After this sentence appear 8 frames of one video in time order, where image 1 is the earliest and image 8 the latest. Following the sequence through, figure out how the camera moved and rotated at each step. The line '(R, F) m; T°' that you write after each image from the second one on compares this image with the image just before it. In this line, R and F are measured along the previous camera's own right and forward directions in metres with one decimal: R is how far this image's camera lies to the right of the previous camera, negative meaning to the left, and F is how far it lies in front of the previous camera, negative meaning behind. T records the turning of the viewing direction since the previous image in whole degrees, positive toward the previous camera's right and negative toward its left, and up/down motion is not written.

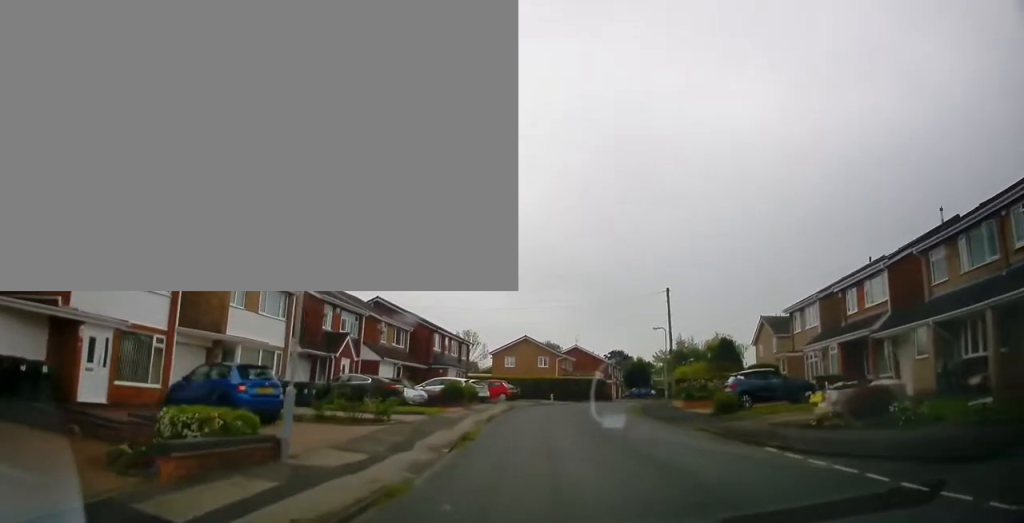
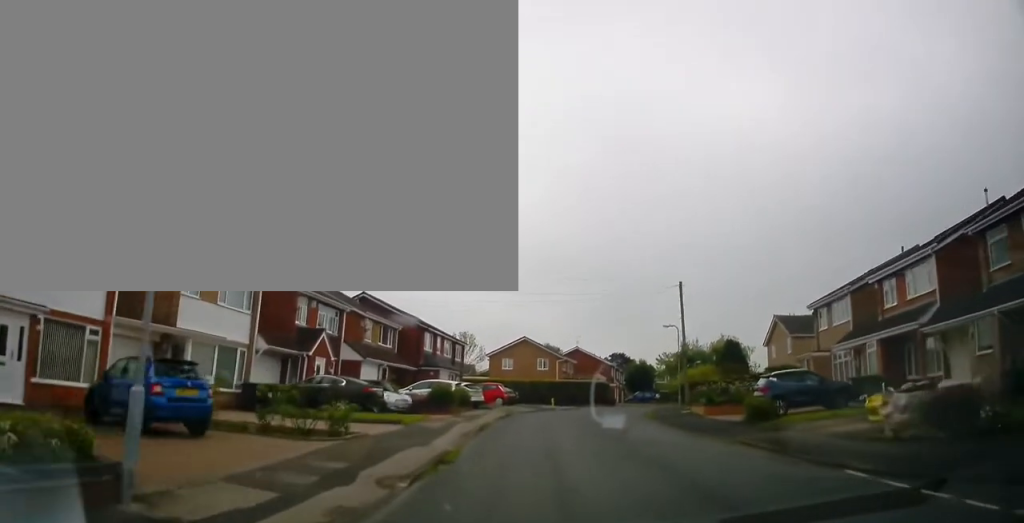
(0.0, +3.4) m; 0°
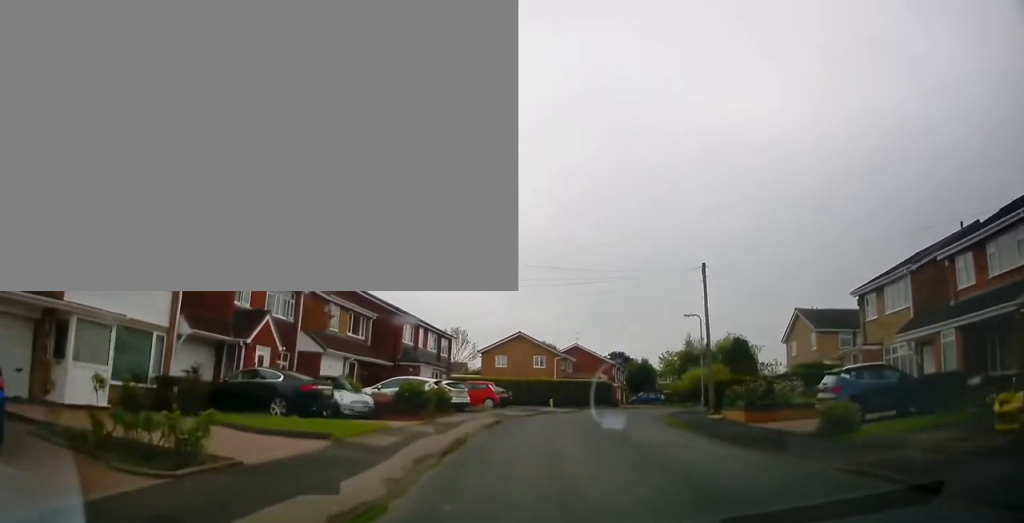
(0.0, +5.4) m; 0°
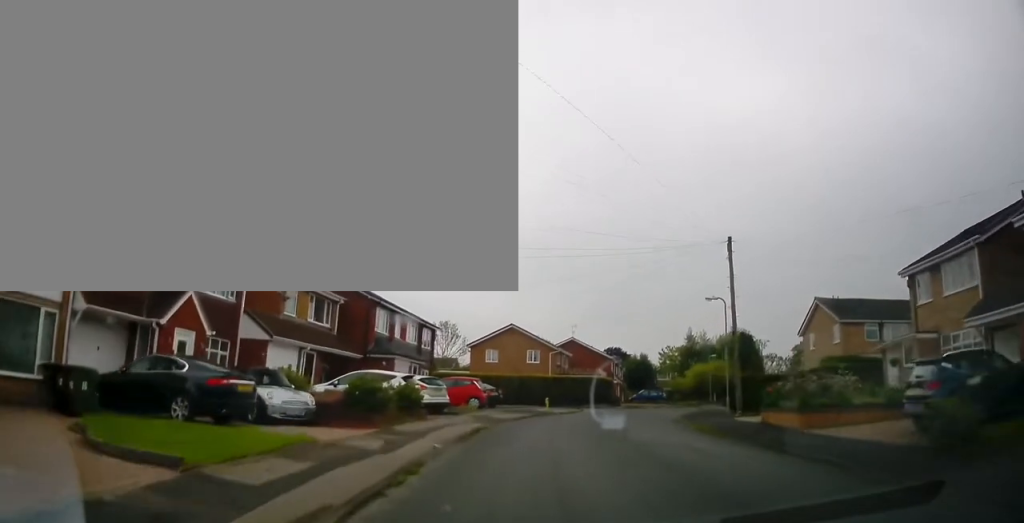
(0.0, +4.8) m; +2°
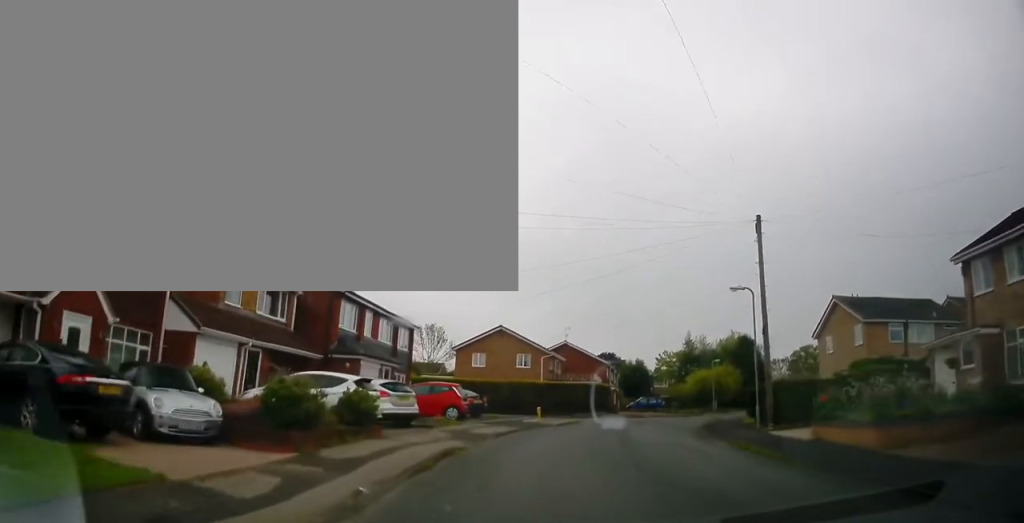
(-0.1, +4.3) m; +3°
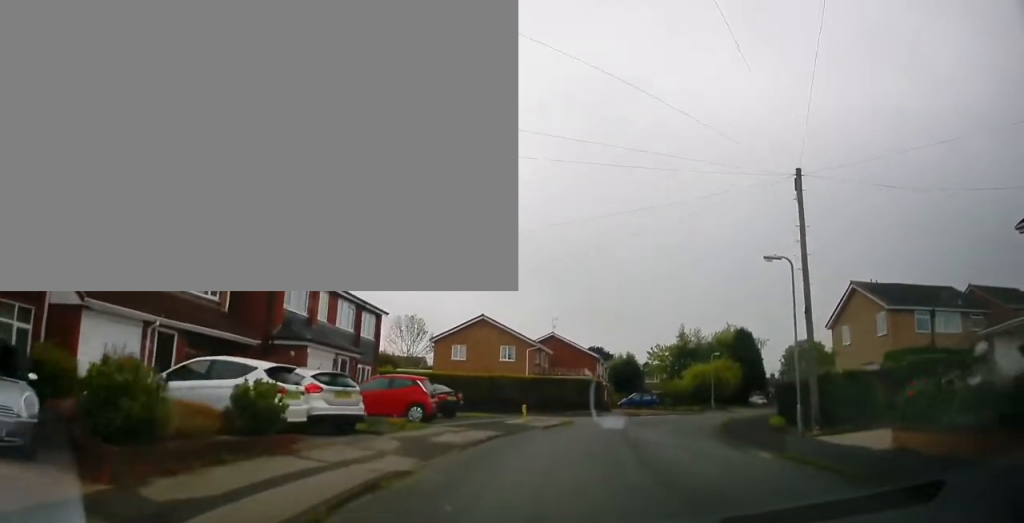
(+0.4, +4.5) m; +2°
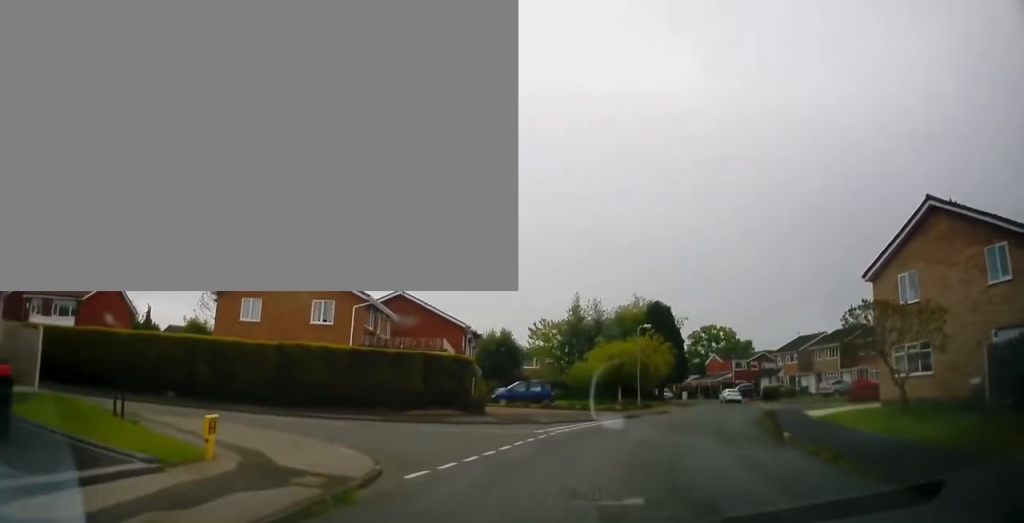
(+0.8, +18.5) m; +11°
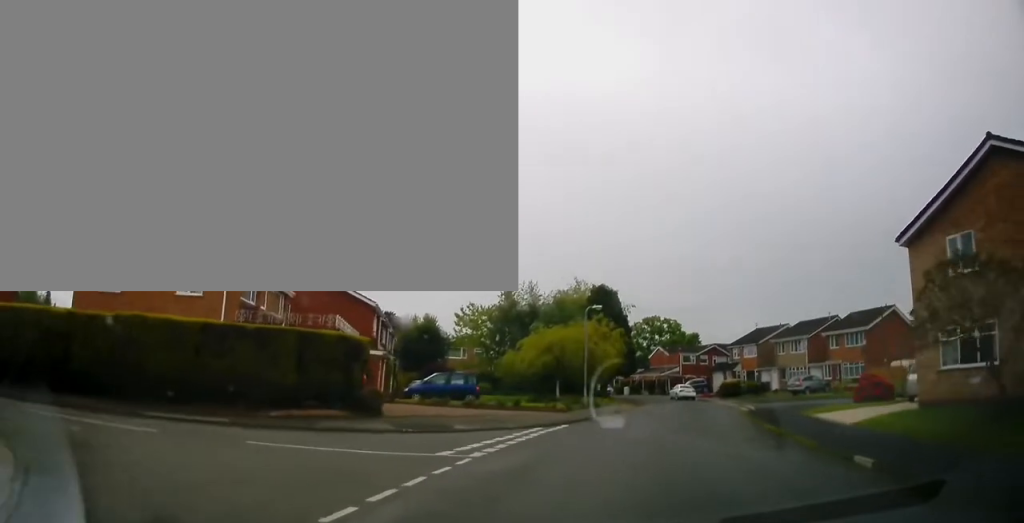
(+0.6, +7.2) m; +7°
